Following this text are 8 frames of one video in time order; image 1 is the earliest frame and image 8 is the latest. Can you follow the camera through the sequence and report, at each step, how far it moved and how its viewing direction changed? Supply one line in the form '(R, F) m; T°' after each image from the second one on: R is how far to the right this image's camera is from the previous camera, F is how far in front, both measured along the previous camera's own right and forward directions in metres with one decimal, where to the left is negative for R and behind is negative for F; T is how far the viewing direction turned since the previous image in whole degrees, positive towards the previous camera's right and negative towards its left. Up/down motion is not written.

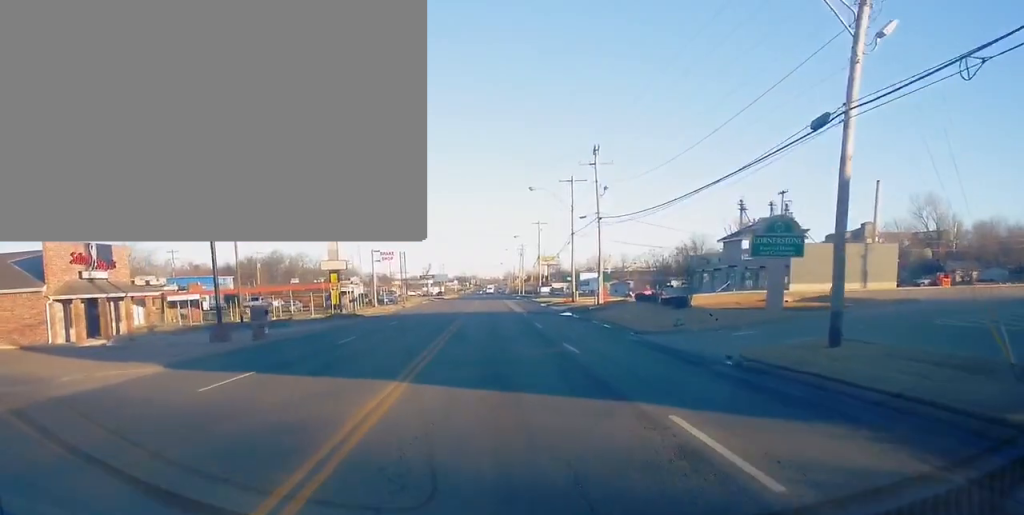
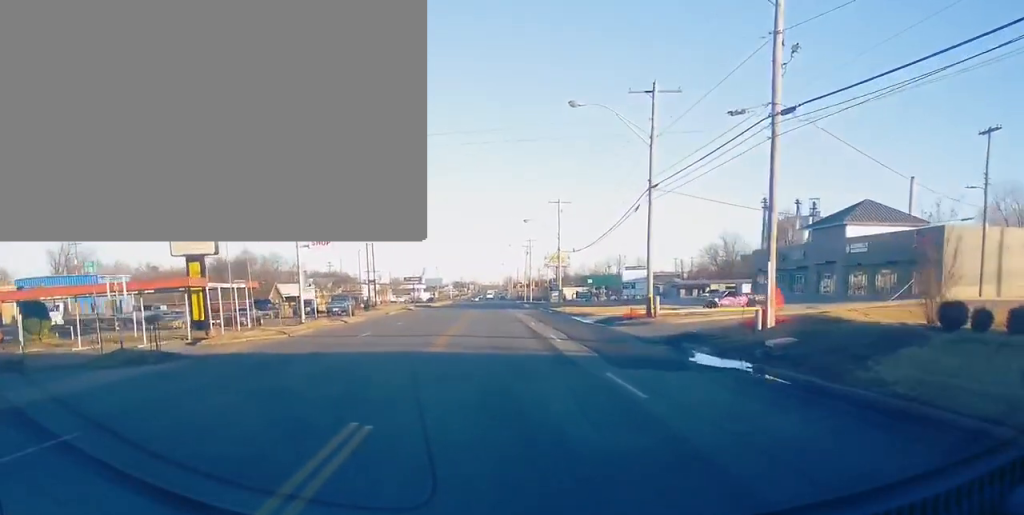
(0.0, +35.5) m; +1°
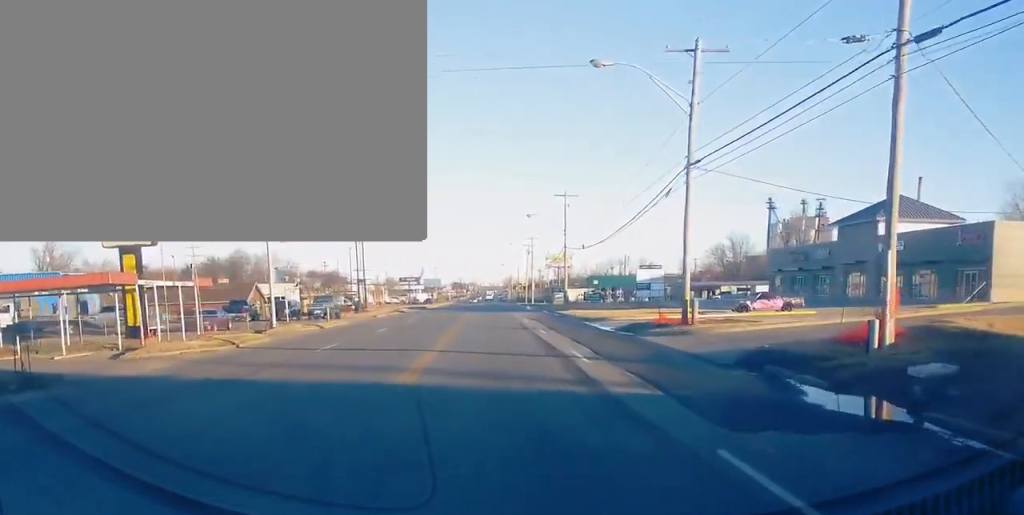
(0.0, +7.4) m; 0°
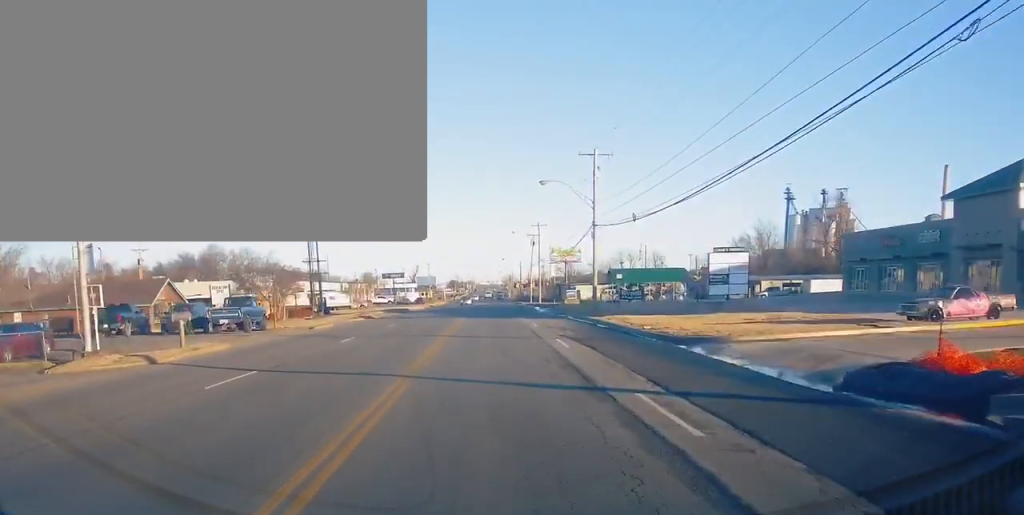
(0.0, +23.1) m; 0°
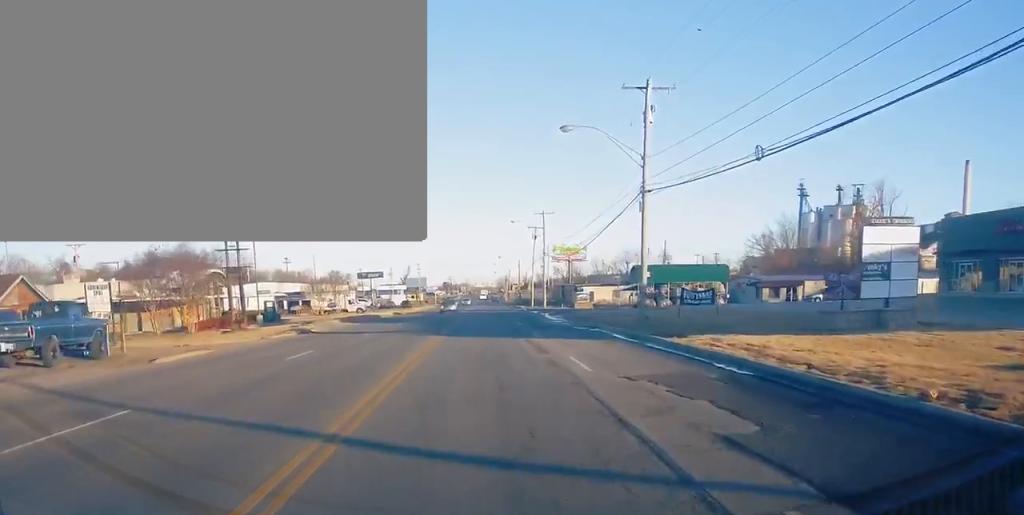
(+0.1, +20.0) m; +2°
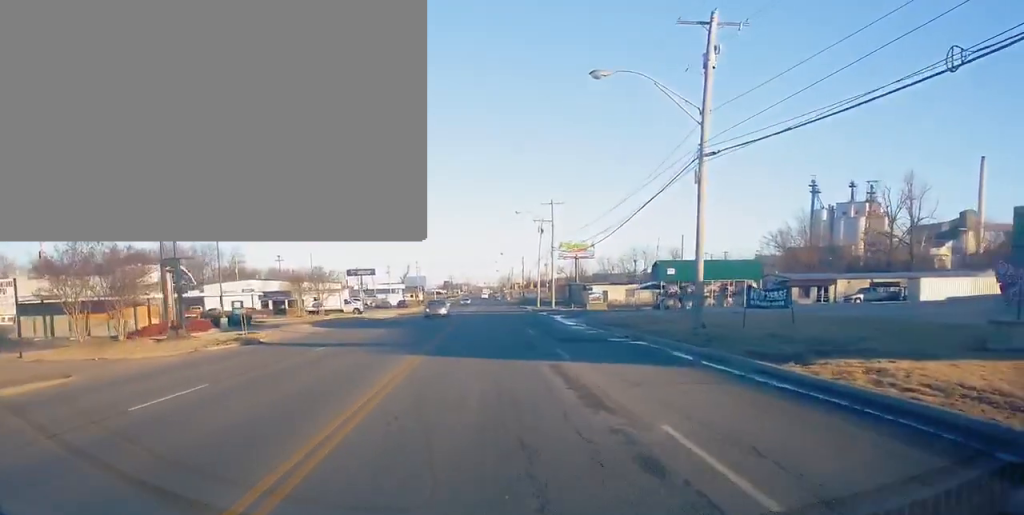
(+0.3, +9.9) m; 0°
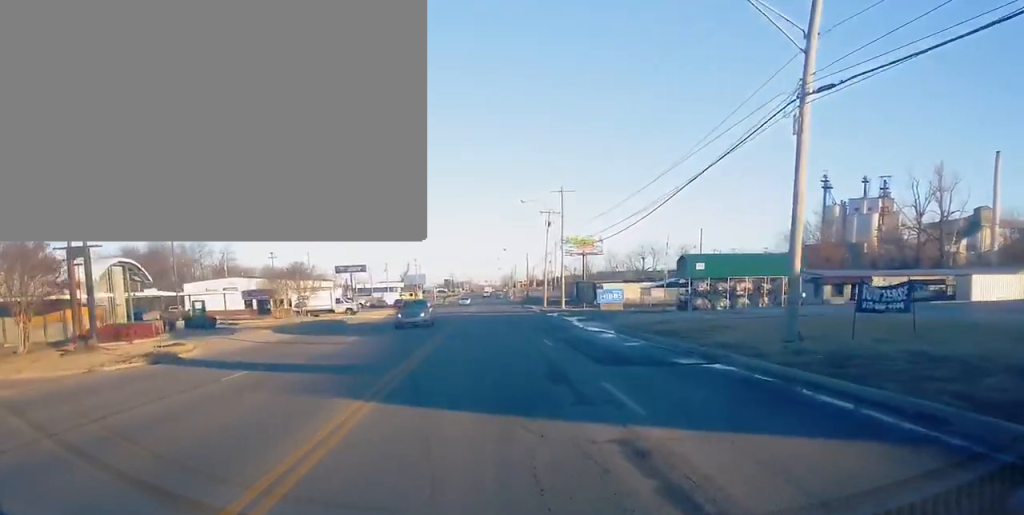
(0.0, +9.1) m; 0°
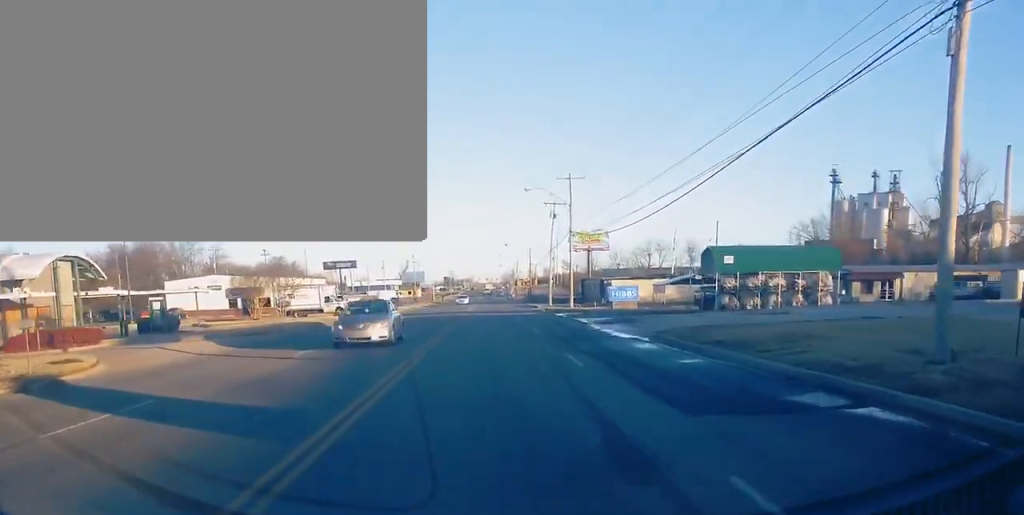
(-0.1, +7.2) m; -1°
